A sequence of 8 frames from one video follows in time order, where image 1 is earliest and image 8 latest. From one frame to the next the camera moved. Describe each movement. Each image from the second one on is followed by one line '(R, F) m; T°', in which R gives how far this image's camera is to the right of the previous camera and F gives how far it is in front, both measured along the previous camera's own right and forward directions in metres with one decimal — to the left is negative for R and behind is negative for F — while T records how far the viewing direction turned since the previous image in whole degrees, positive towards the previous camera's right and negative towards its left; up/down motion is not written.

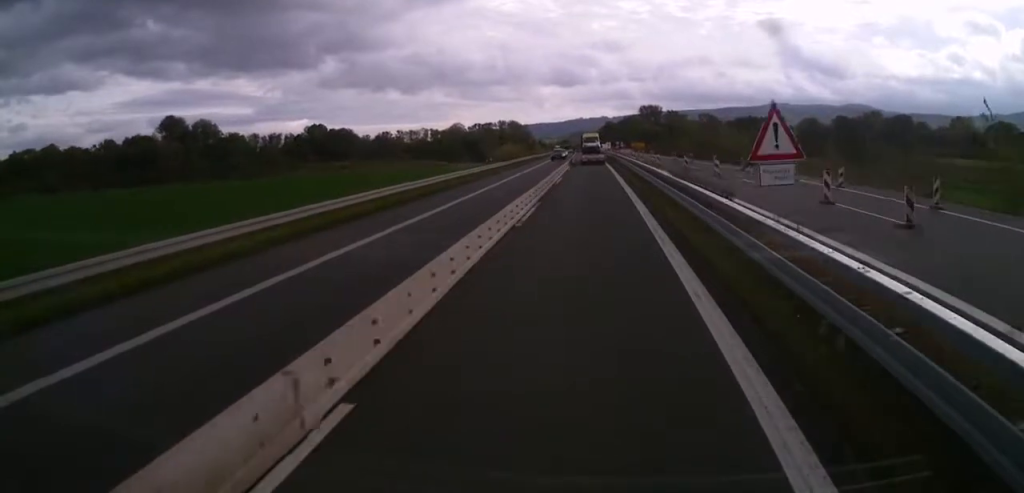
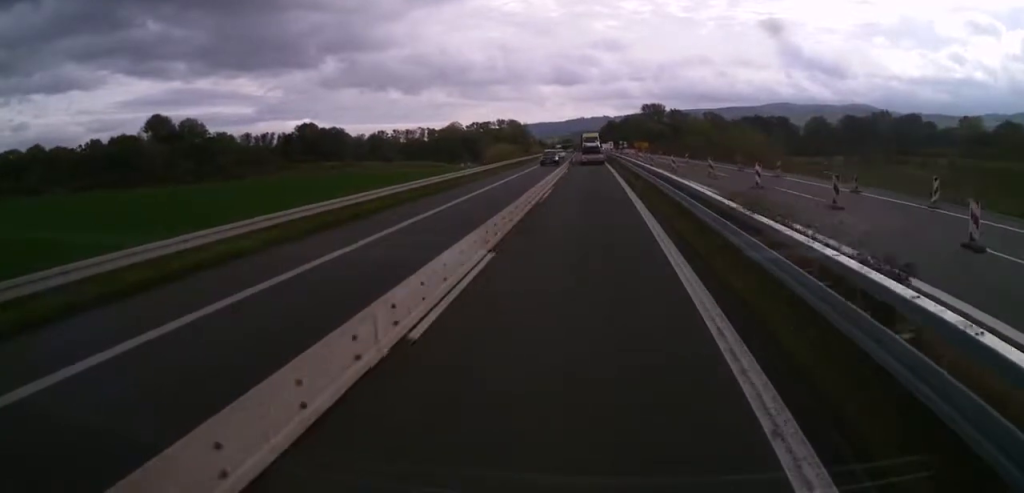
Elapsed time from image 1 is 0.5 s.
(+0.1, +10.2) m; 0°
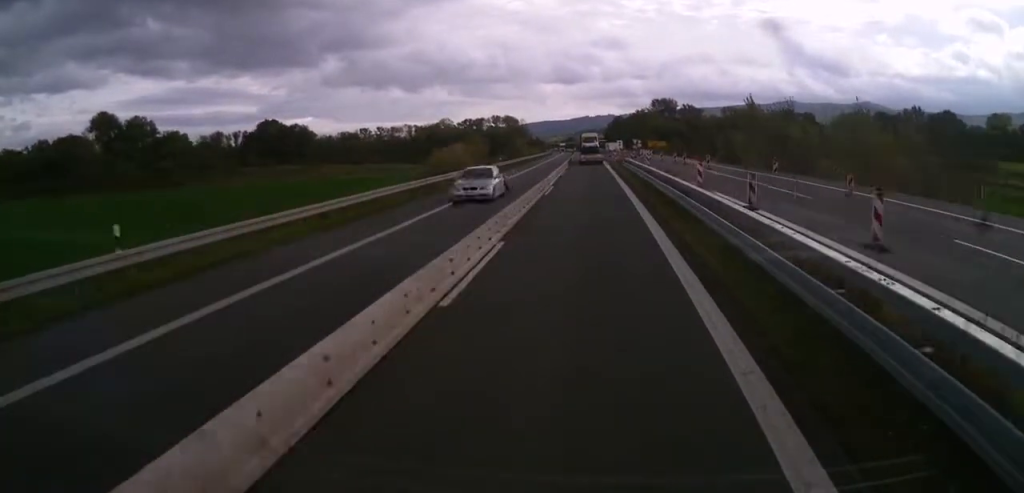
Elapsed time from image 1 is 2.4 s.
(0.0, +34.7) m; 0°
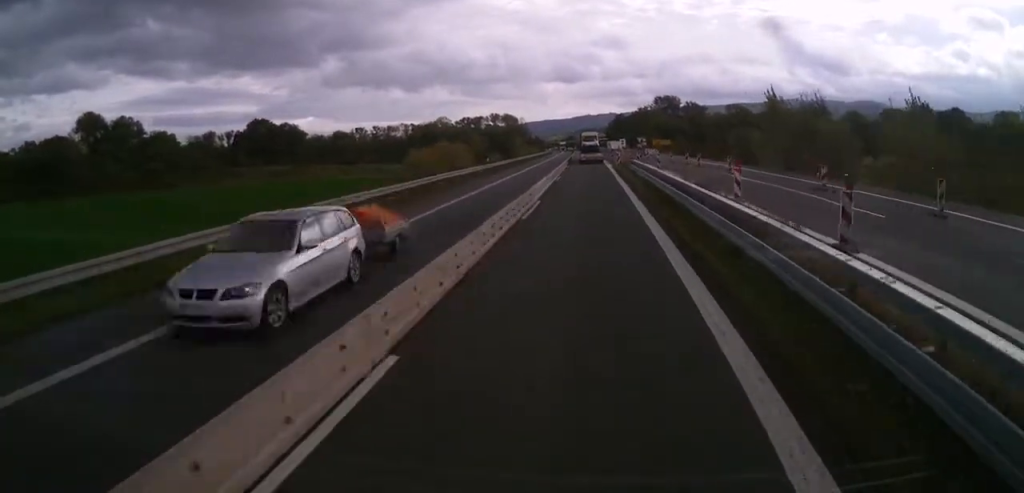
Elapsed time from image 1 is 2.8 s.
(+0.1, +8.1) m; 0°
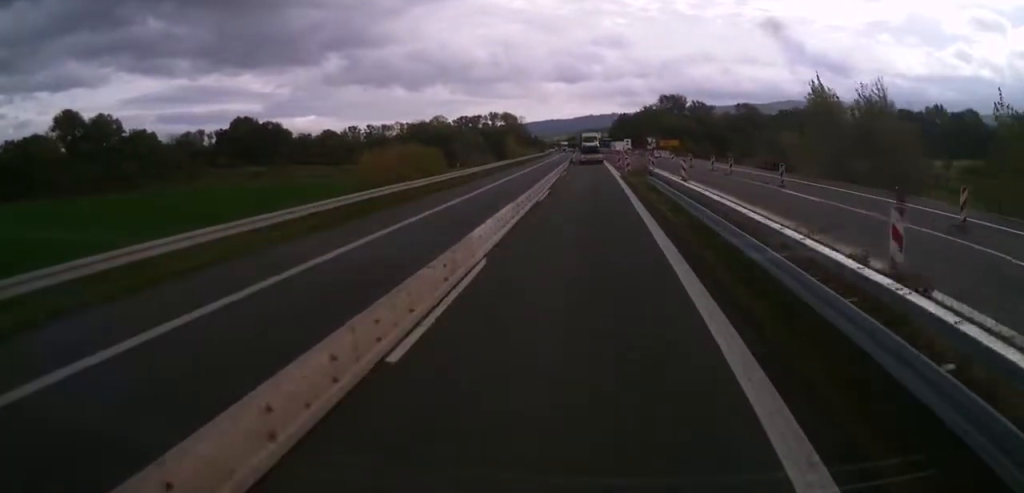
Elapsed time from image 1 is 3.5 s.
(0.0, +12.4) m; -1°
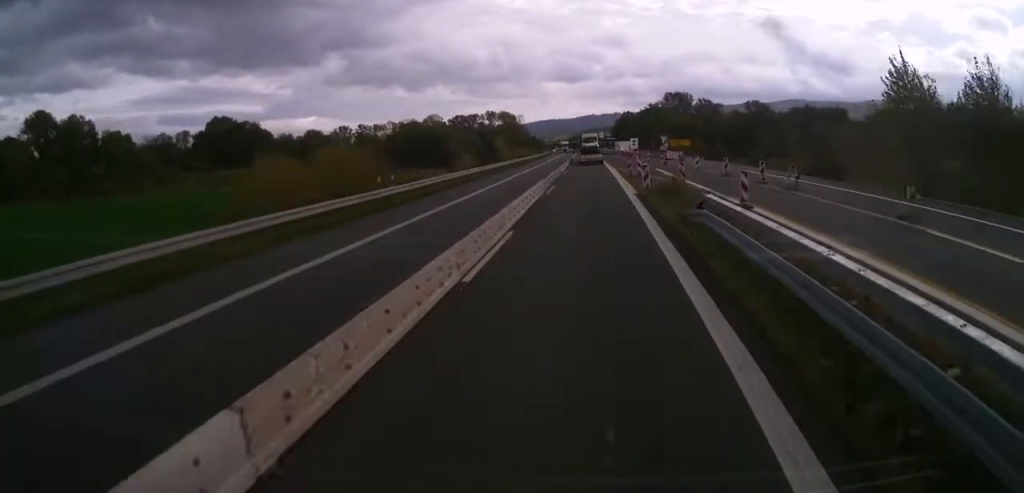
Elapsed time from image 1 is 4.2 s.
(-0.1, +14.3) m; -1°
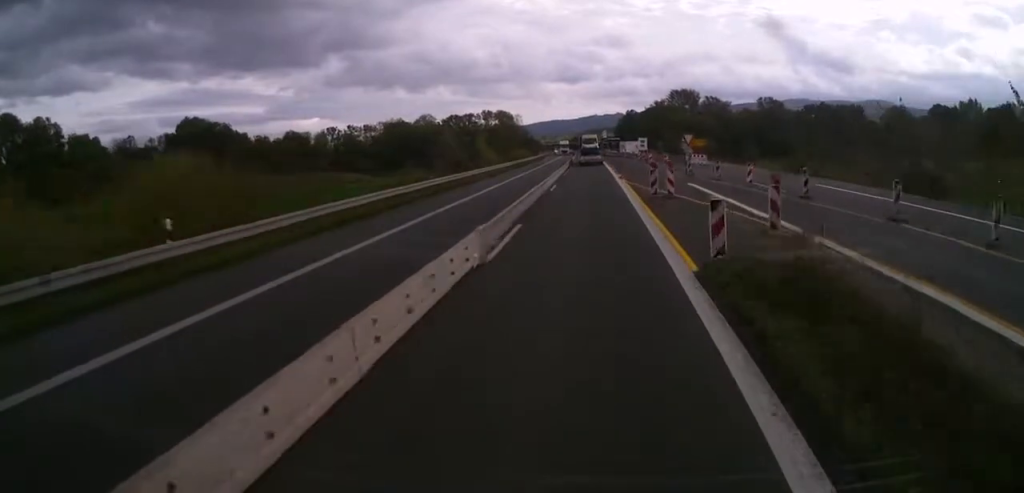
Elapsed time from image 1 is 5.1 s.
(-0.3, +16.0) m; +1°
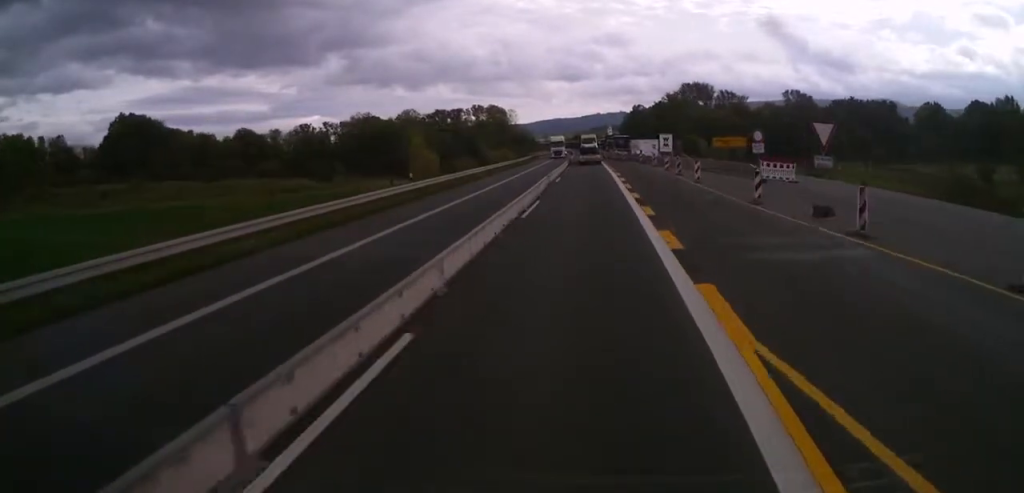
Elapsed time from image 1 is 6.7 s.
(+0.2, +28.8) m; -1°
